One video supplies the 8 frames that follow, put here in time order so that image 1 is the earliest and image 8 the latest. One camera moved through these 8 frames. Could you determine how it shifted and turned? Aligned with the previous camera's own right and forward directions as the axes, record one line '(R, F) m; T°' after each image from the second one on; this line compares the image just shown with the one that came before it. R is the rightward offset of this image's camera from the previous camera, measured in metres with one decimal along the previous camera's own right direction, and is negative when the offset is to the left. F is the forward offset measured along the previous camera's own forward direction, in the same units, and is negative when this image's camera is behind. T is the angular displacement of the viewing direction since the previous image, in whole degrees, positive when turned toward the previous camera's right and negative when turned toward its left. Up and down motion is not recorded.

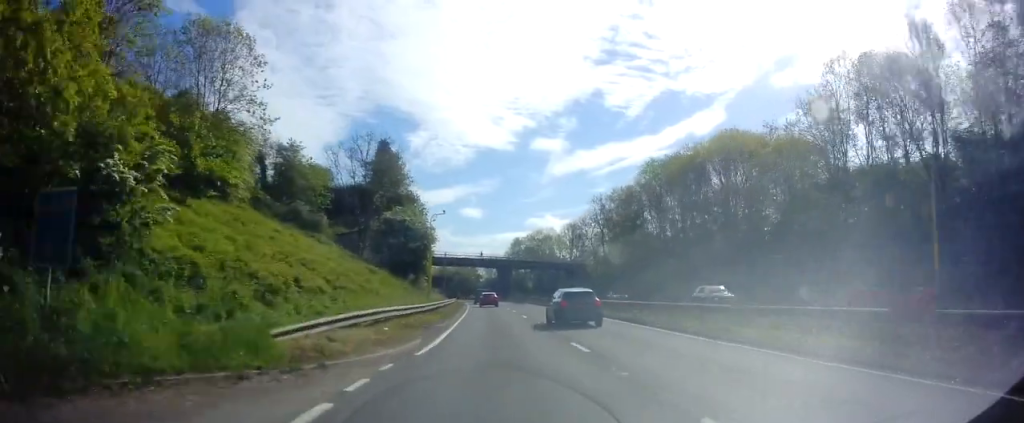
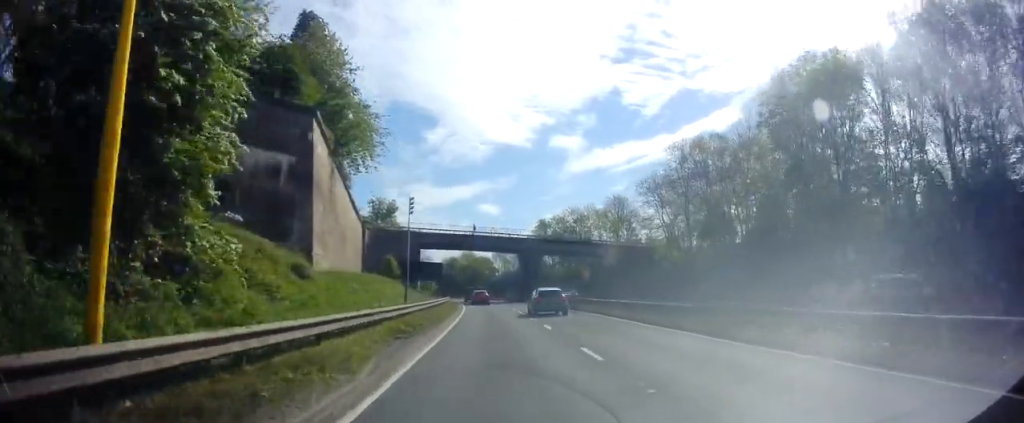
(-0.8, +37.7) m; -2°
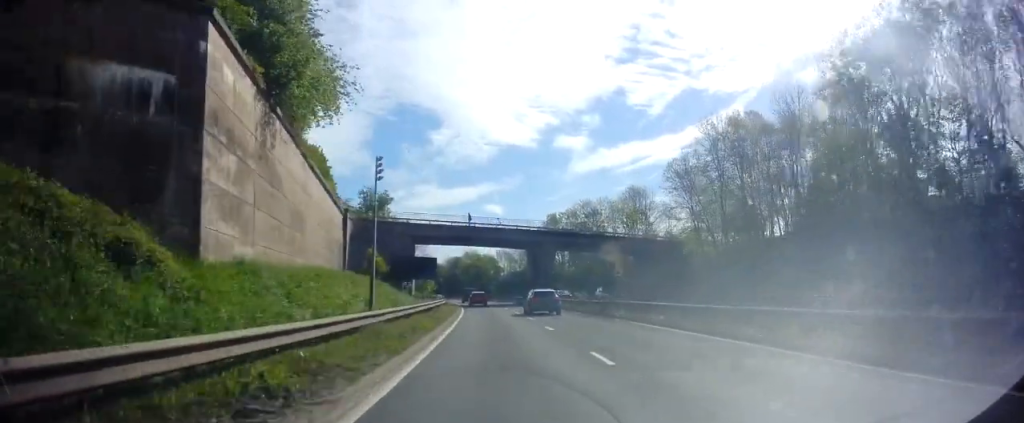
(+0.3, +9.5) m; 0°
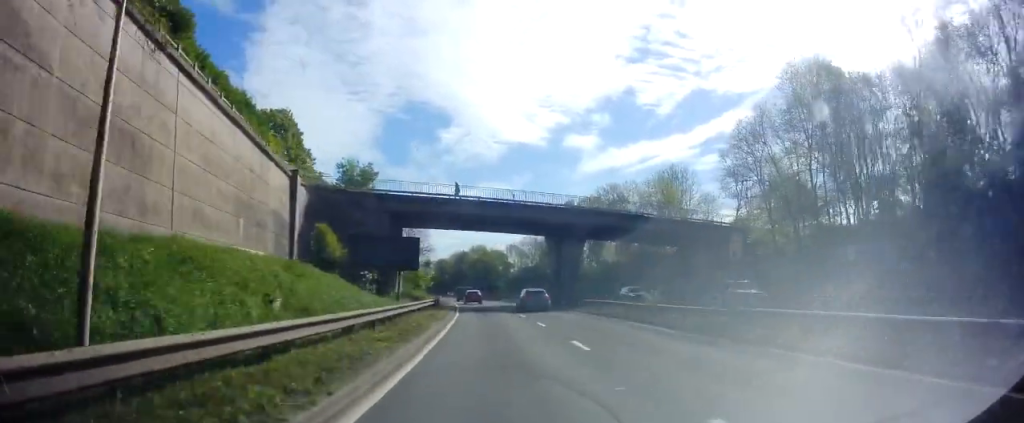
(-0.2, +15.5) m; -1°
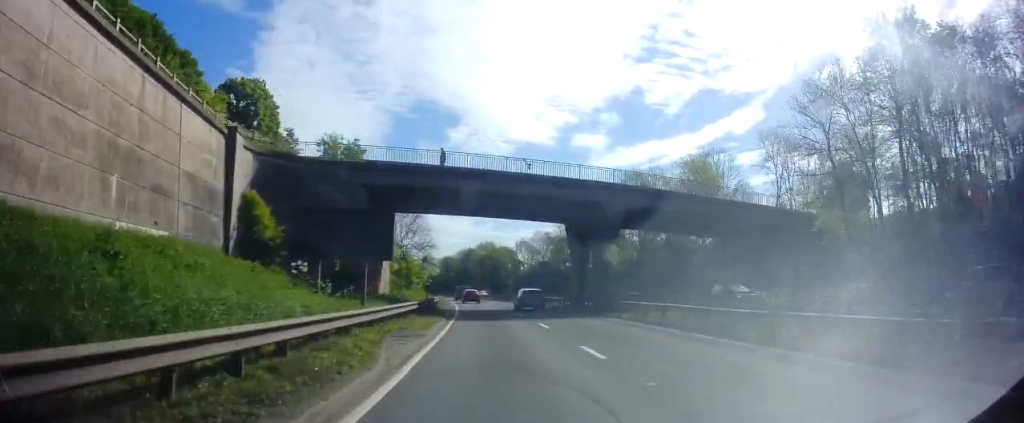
(-0.1, +10.1) m; -1°
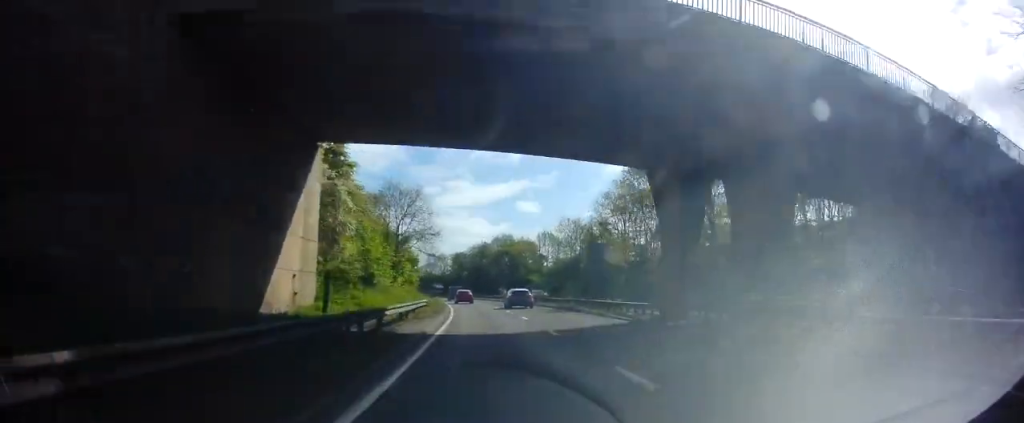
(-0.1, +21.4) m; -1°
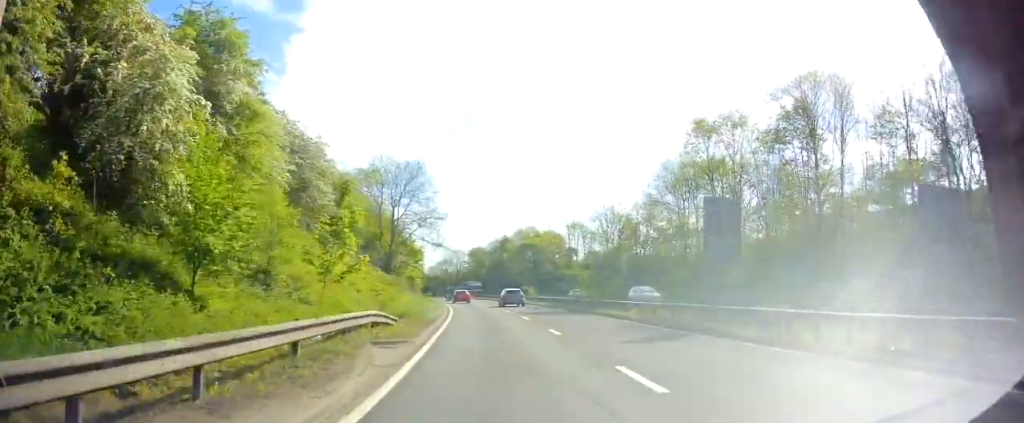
(-0.4, +17.7) m; -2°
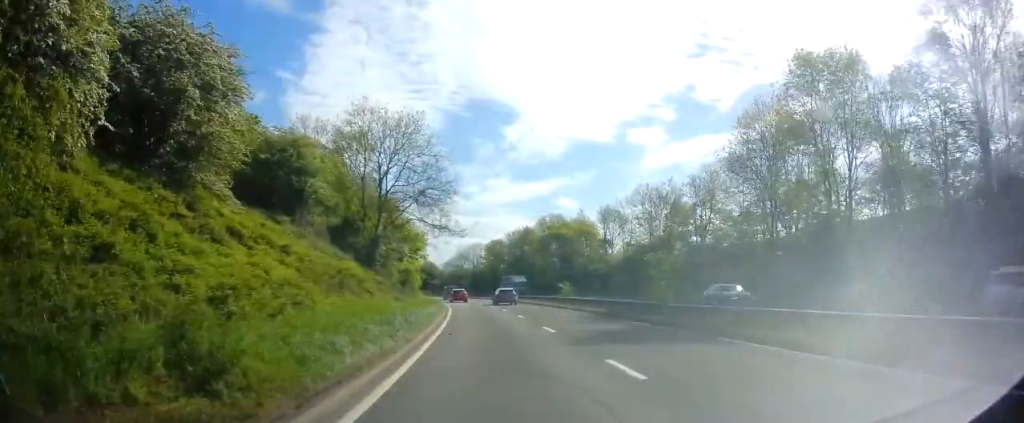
(-0.4, +16.6) m; -2°
